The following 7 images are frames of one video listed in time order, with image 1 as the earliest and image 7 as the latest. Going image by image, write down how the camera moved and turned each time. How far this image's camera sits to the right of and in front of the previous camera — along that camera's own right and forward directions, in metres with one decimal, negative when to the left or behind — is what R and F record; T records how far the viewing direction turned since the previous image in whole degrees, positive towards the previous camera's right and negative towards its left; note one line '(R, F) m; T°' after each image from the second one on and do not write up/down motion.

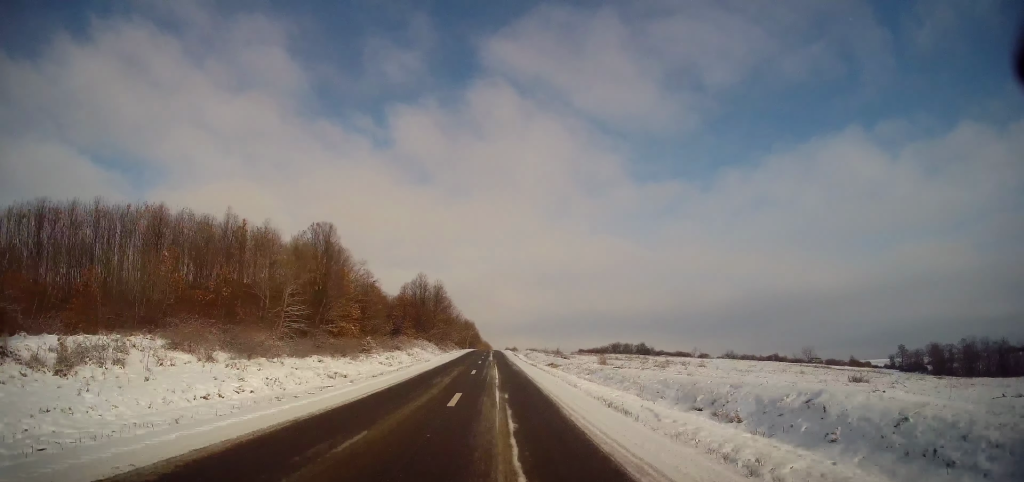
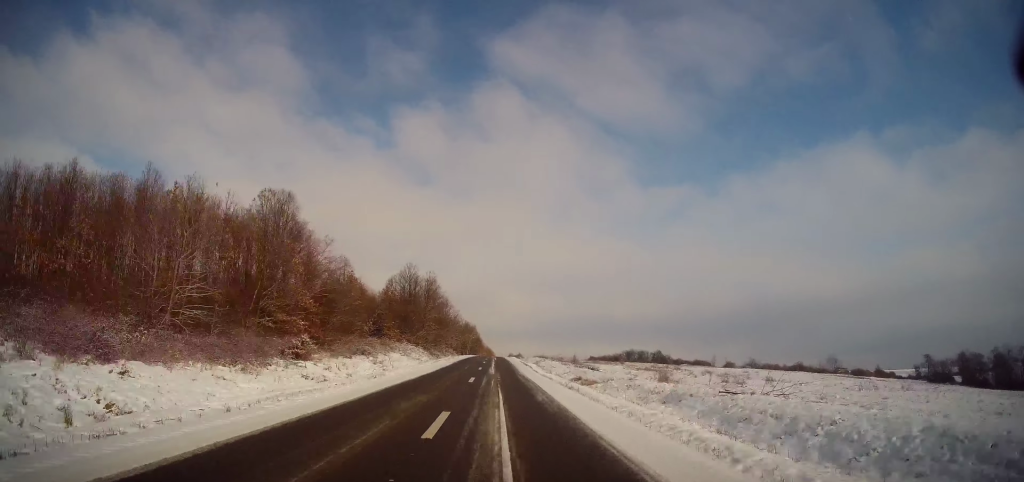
(0.0, +15.8) m; -1°
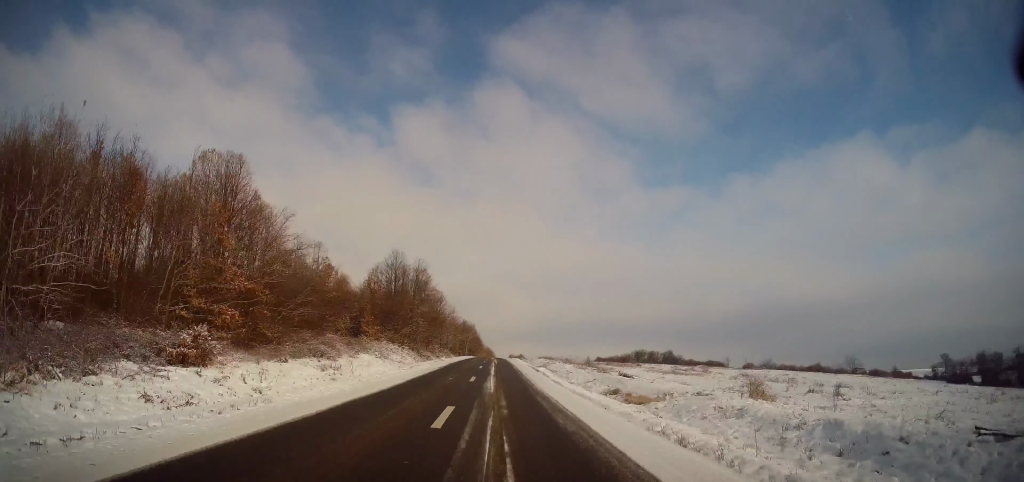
(-0.3, +11.1) m; 0°
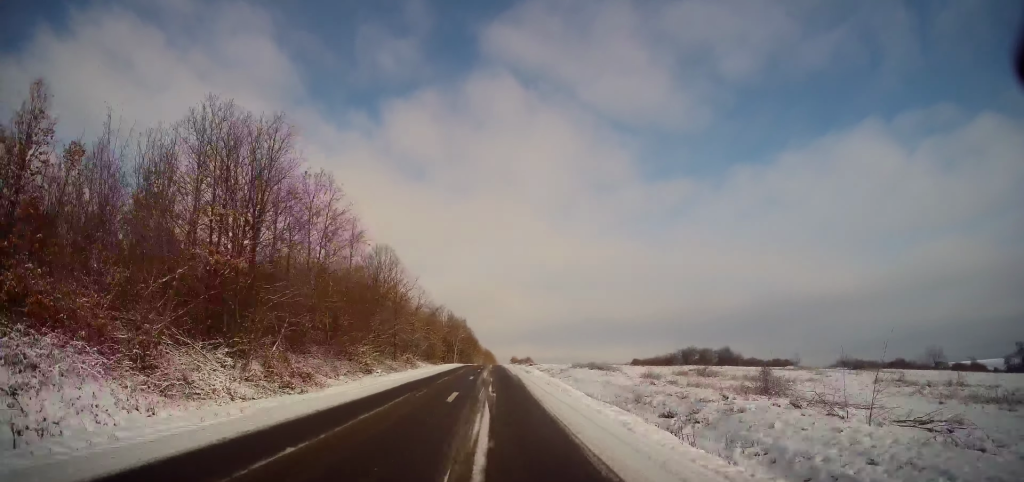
(+0.4, +42.7) m; +1°
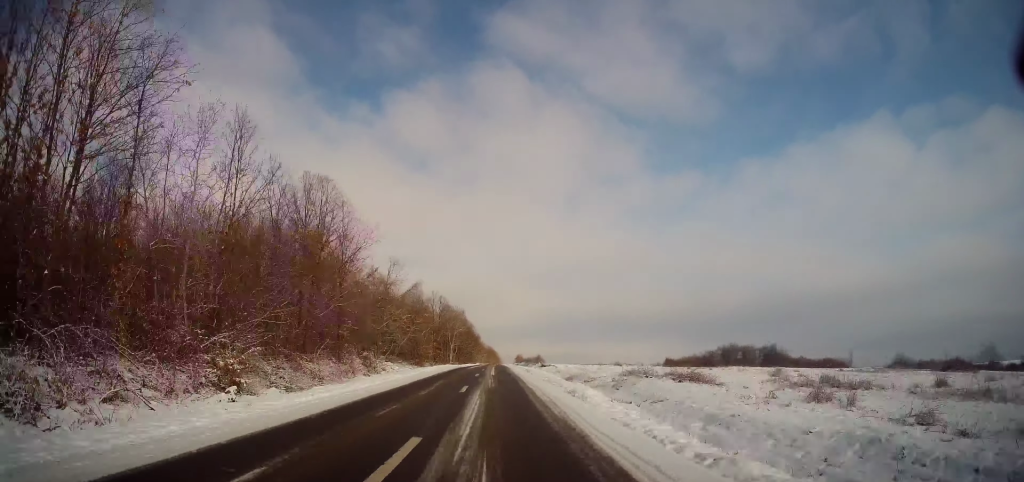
(0.0, +20.6) m; 0°
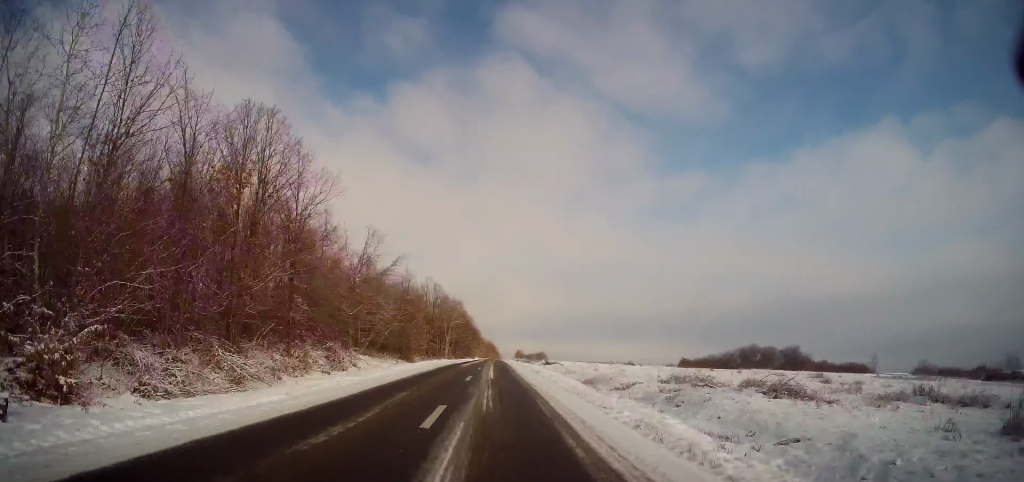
(0.0, +8.6) m; 0°
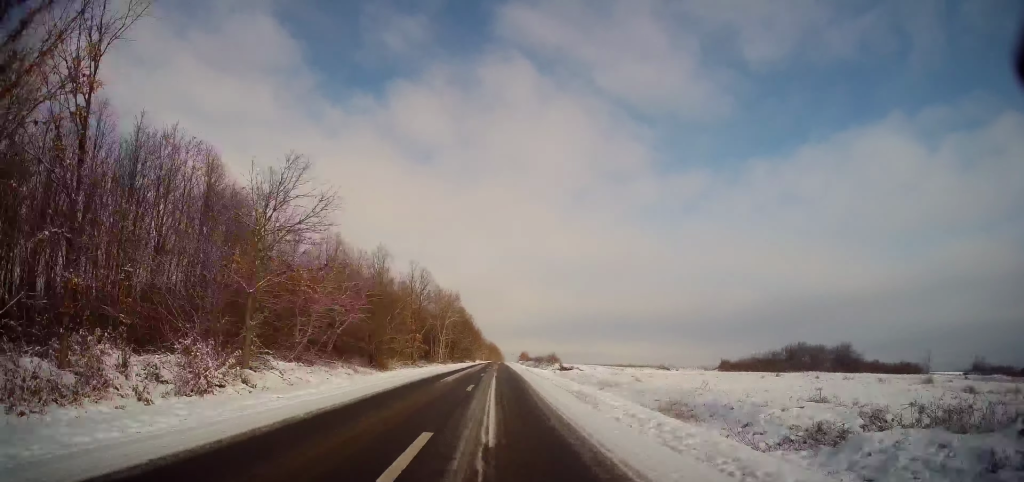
(0.0, +15.1) m; -1°
